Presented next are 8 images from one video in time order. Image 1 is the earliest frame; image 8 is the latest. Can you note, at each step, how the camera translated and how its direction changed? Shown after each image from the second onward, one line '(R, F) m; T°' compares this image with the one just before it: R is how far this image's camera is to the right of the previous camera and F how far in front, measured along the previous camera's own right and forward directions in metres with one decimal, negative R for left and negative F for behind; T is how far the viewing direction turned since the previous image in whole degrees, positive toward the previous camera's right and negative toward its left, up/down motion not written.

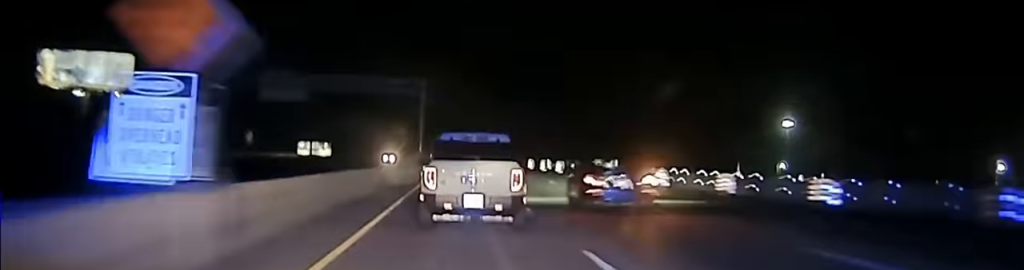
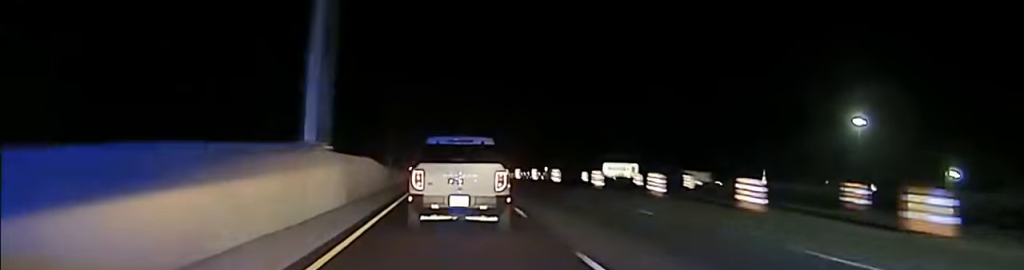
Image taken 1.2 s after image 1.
(-0.3, +57.6) m; 0°
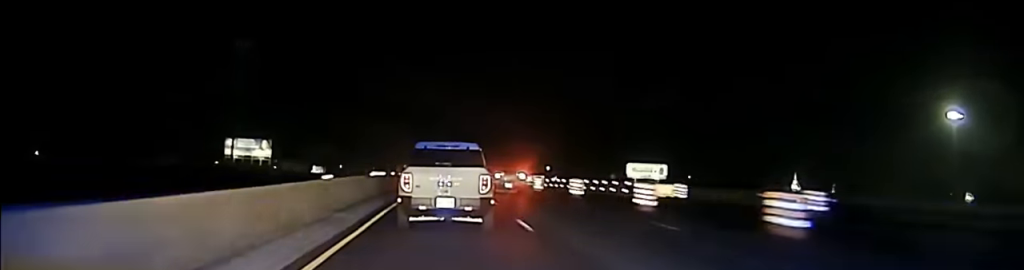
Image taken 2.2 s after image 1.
(+0.1, +47.2) m; 0°
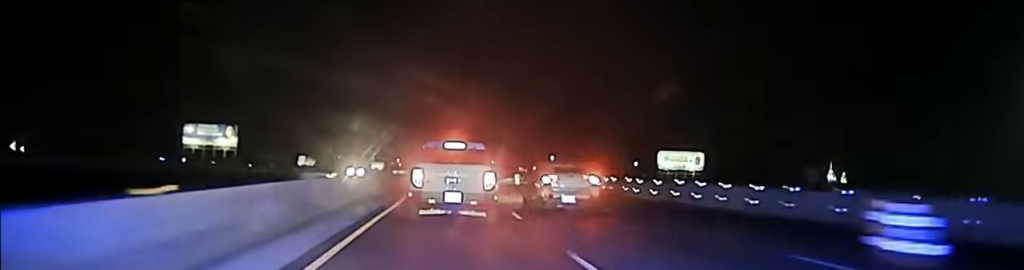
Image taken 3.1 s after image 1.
(+0.1, +41.4) m; 0°
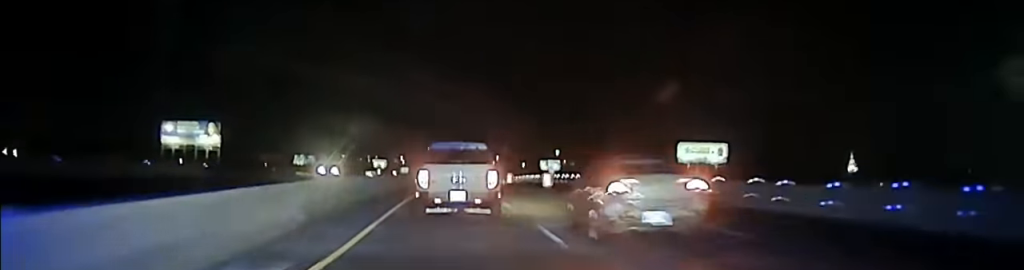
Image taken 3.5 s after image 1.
(0.0, +20.2) m; 0°
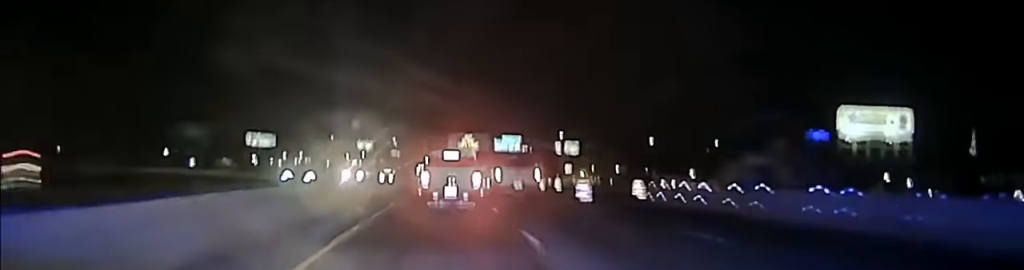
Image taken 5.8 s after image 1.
(-0.2, +114.5) m; 0°
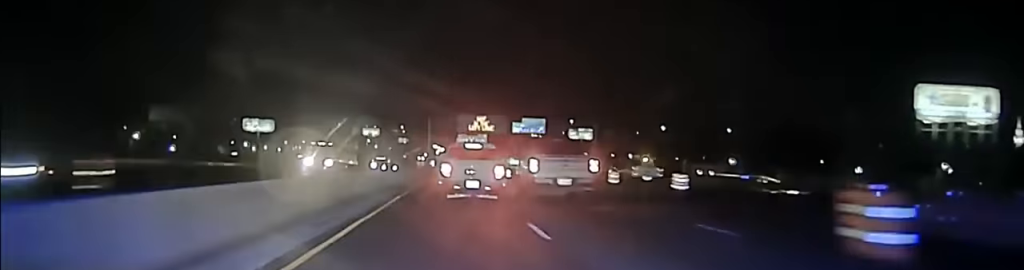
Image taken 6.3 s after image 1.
(-0.2, +23.5) m; 0°
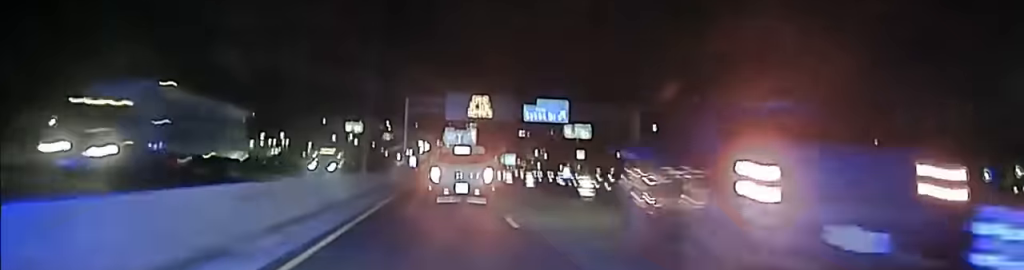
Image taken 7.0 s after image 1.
(+0.2, +32.7) m; 0°
